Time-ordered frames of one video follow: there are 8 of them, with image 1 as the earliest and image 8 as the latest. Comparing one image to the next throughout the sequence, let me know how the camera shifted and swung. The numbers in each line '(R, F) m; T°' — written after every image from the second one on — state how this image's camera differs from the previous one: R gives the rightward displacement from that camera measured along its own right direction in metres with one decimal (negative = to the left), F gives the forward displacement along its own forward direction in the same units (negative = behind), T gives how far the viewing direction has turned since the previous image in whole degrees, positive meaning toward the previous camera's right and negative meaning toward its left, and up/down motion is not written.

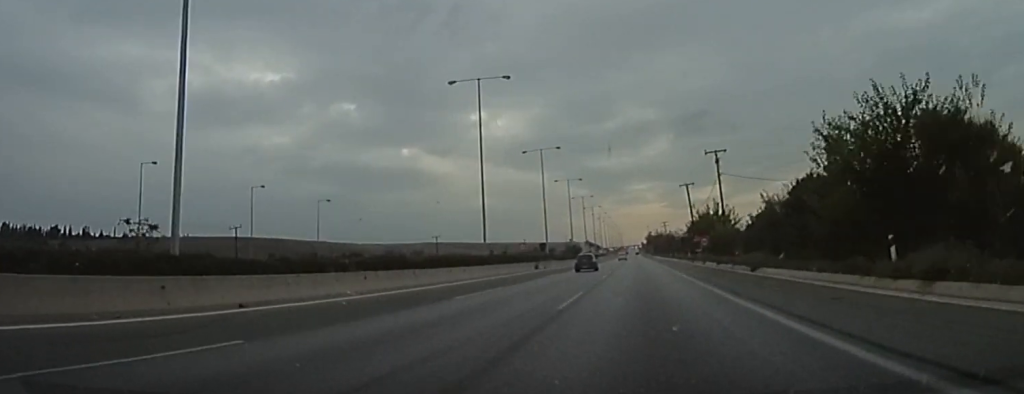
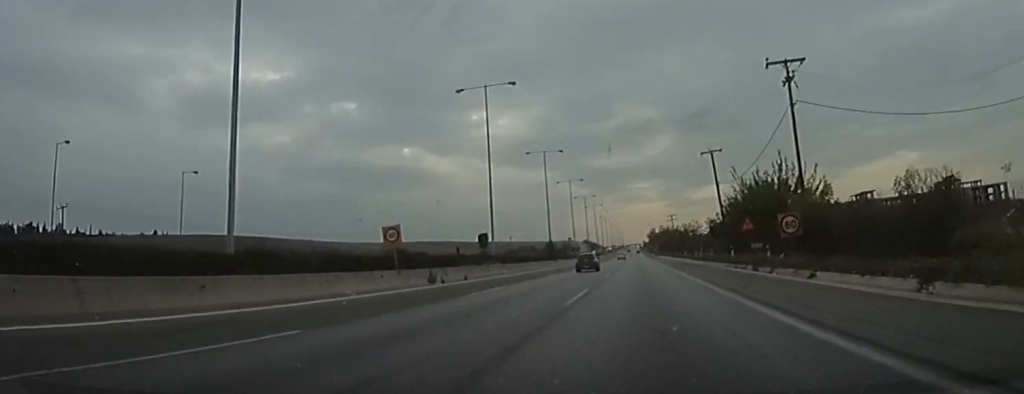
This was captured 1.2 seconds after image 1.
(-0.4, +45.2) m; -1°
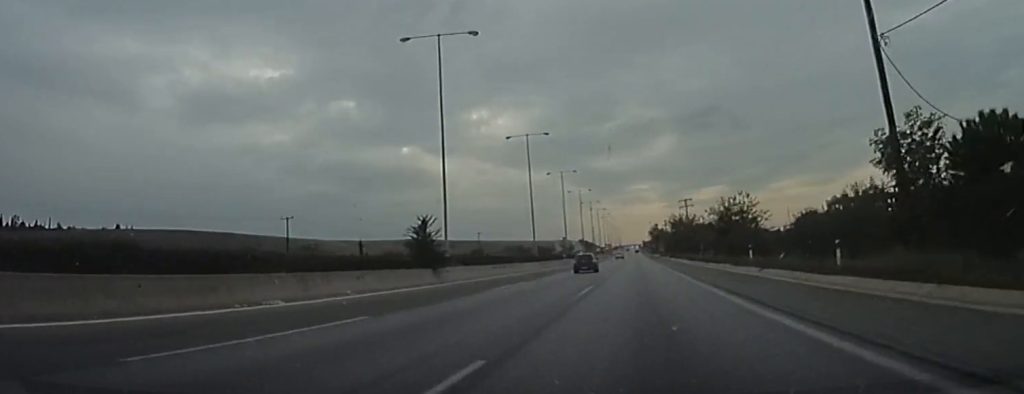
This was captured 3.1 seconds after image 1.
(-0.3, +40.6) m; 0°
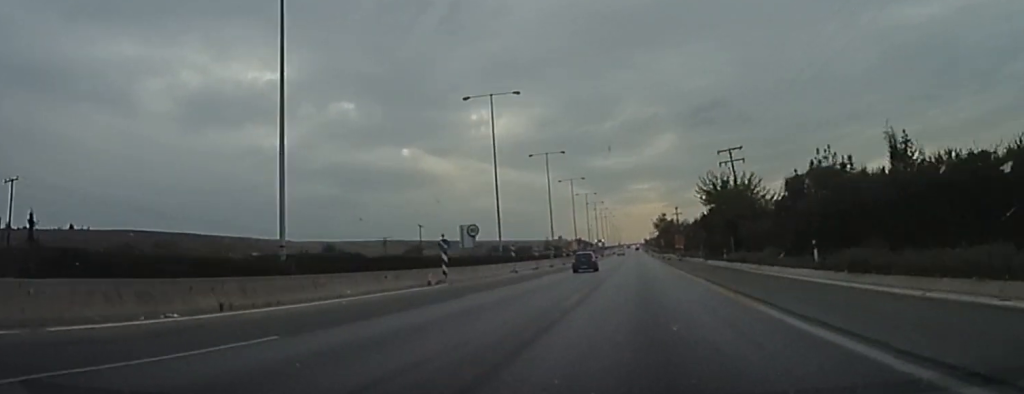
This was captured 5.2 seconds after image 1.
(+0.5, +41.5) m; 0°
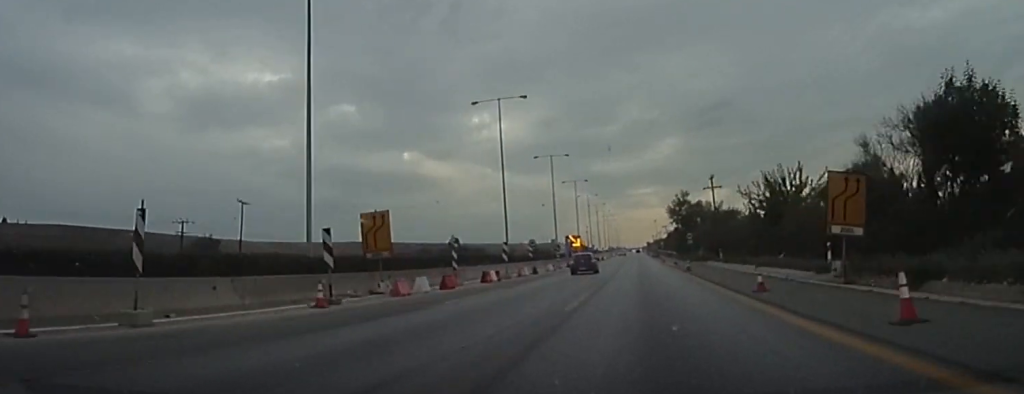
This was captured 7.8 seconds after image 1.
(-1.0, +53.4) m; -1°
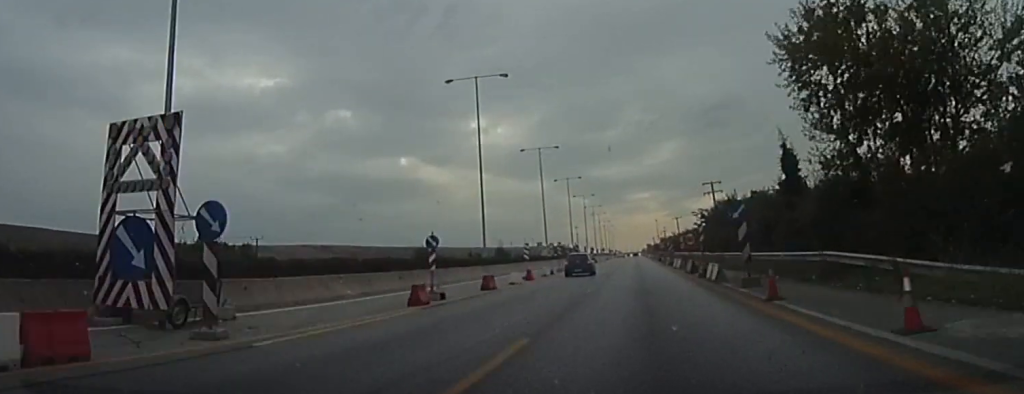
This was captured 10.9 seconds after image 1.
(+1.2, +51.5) m; +1°
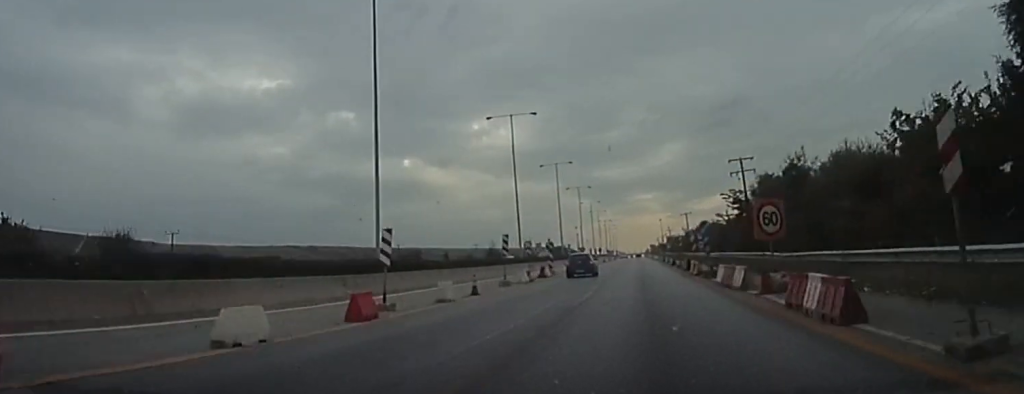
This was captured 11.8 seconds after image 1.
(+0.1, +12.6) m; 0°
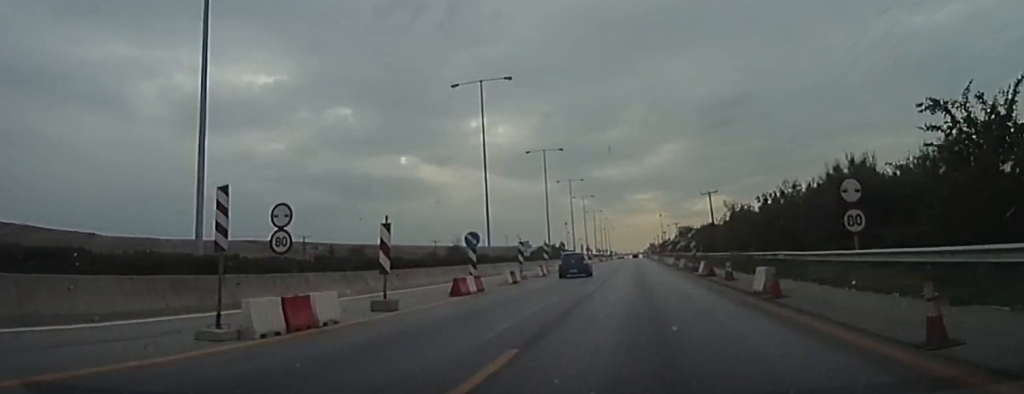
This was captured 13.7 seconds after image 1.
(-0.4, +34.7) m; -1°
